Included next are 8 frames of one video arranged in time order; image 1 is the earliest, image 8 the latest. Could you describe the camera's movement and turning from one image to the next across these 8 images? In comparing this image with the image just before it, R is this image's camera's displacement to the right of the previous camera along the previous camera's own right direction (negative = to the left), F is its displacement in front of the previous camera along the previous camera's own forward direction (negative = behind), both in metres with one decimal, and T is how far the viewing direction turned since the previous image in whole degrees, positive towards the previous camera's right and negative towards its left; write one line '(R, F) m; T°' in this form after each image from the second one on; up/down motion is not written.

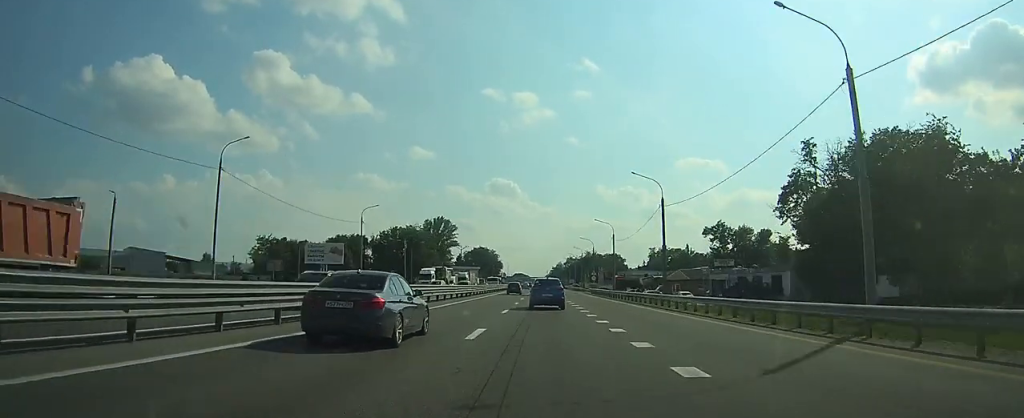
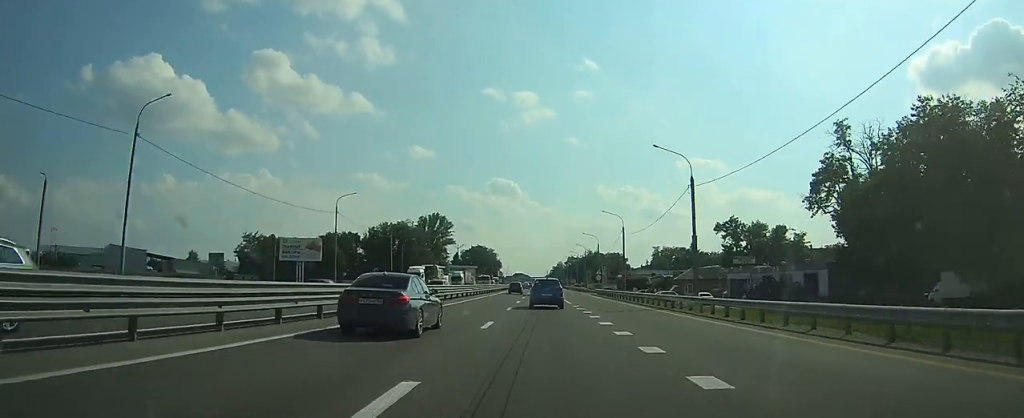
(0.0, +9.2) m; 0°
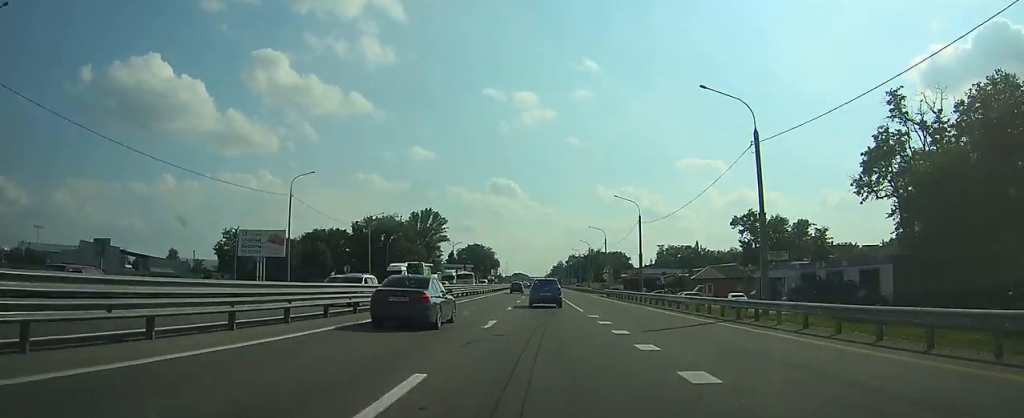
(0.0, +11.7) m; 0°
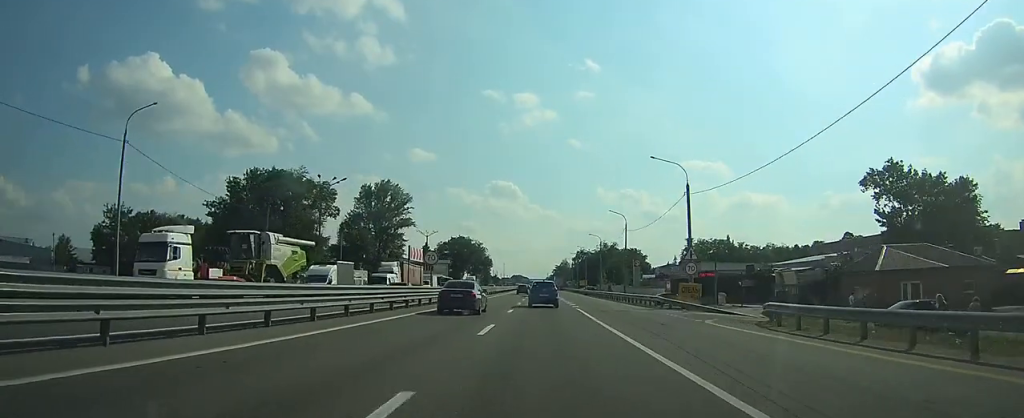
(-0.3, +48.8) m; -1°
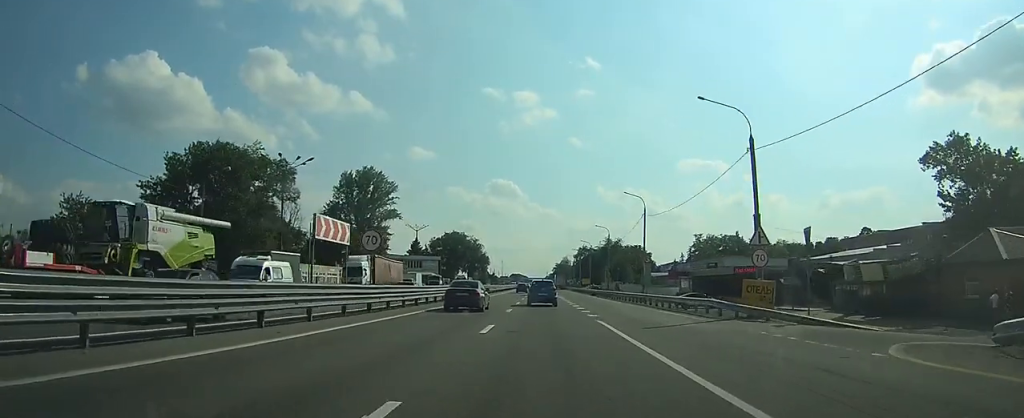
(0.0, +12.1) m; 0°
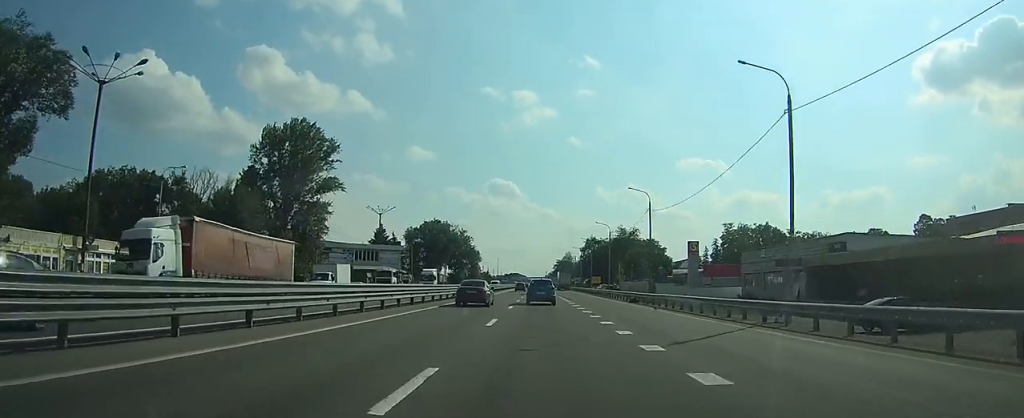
(+0.1, +31.7) m; -1°
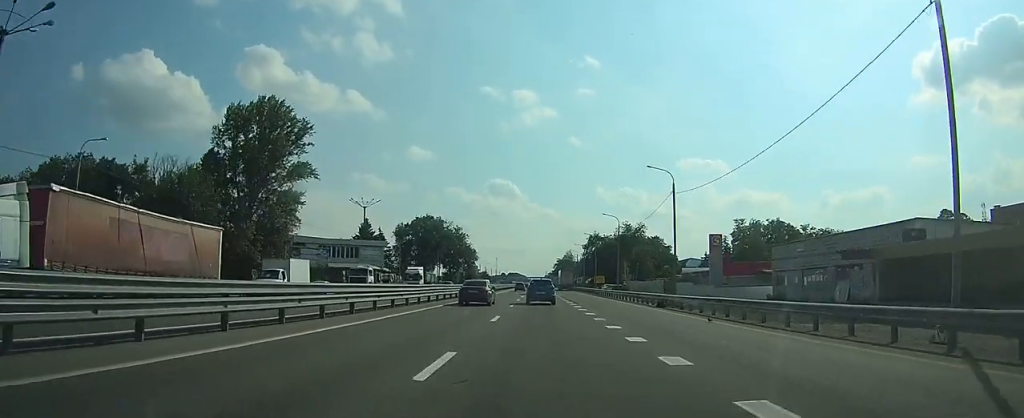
(-0.2, +9.5) m; -1°
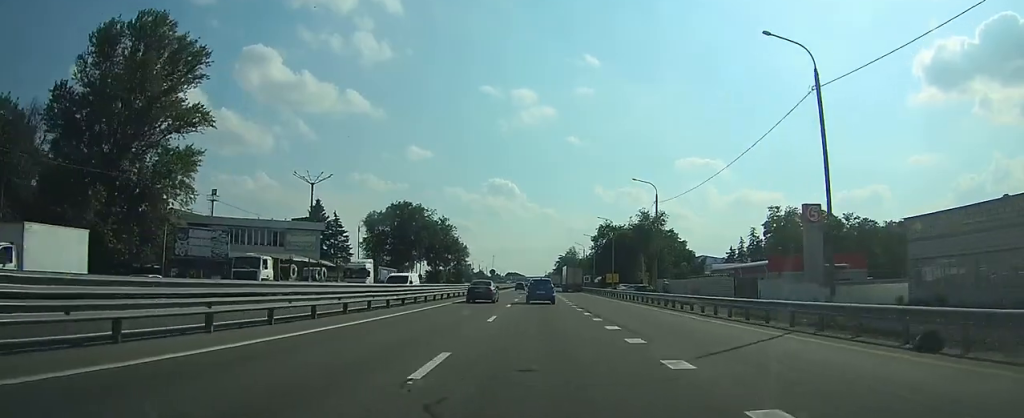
(-0.1, +23.3) m; -1°
